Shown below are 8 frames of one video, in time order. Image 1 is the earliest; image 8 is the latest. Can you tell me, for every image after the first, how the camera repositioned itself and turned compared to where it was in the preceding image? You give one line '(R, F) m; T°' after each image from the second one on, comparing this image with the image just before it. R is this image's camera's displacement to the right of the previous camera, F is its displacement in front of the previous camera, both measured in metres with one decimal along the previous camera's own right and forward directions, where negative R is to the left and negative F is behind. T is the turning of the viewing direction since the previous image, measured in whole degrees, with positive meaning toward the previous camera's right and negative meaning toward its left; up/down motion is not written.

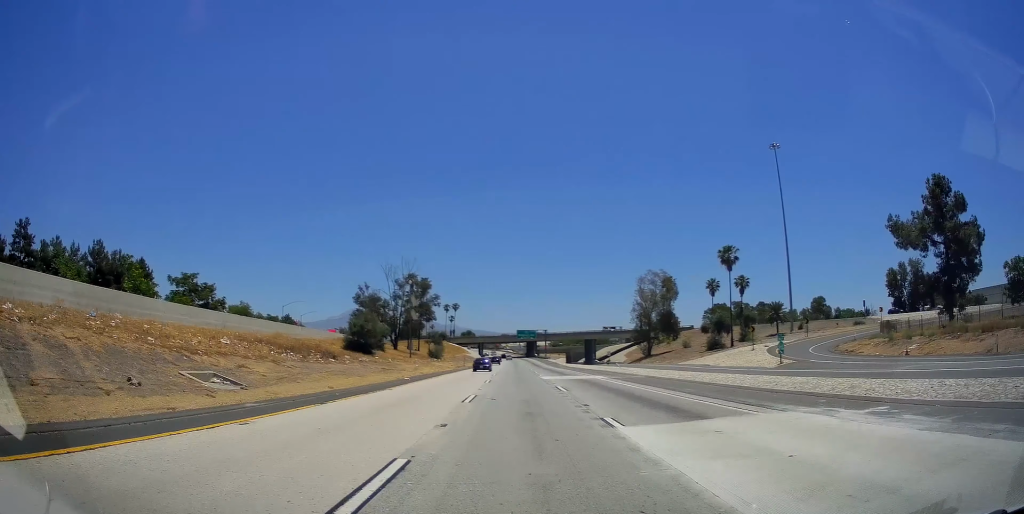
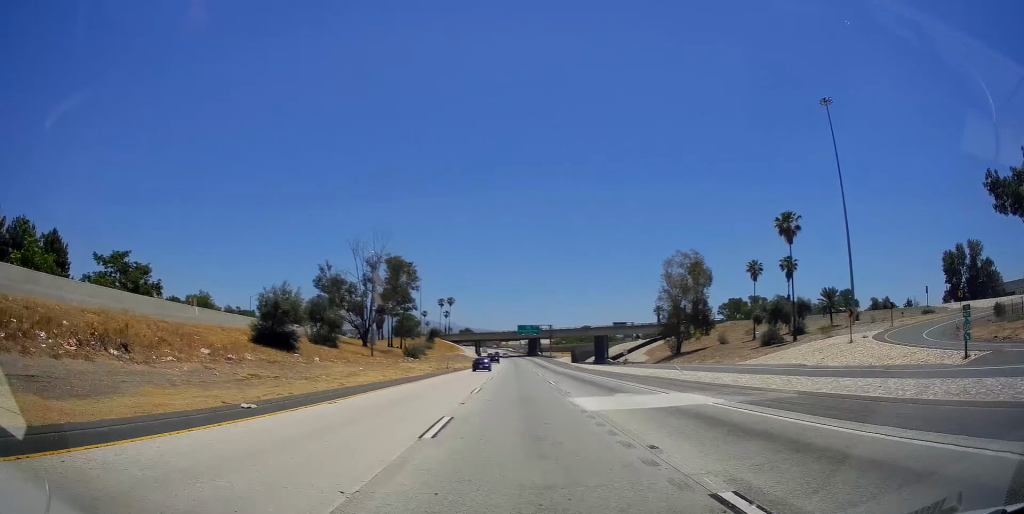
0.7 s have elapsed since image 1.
(+0.1, +23.2) m; 0°
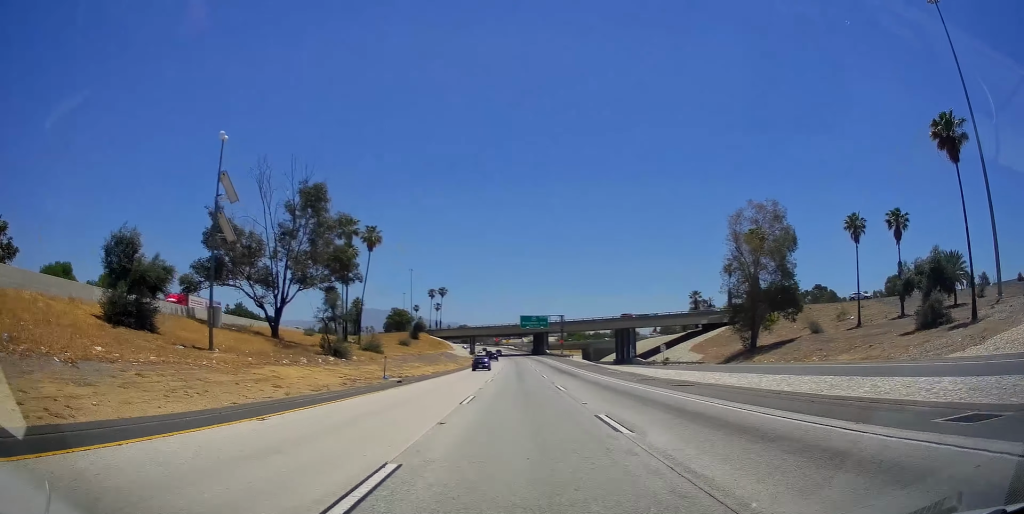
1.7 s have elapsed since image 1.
(-0.2, +36.5) m; 0°
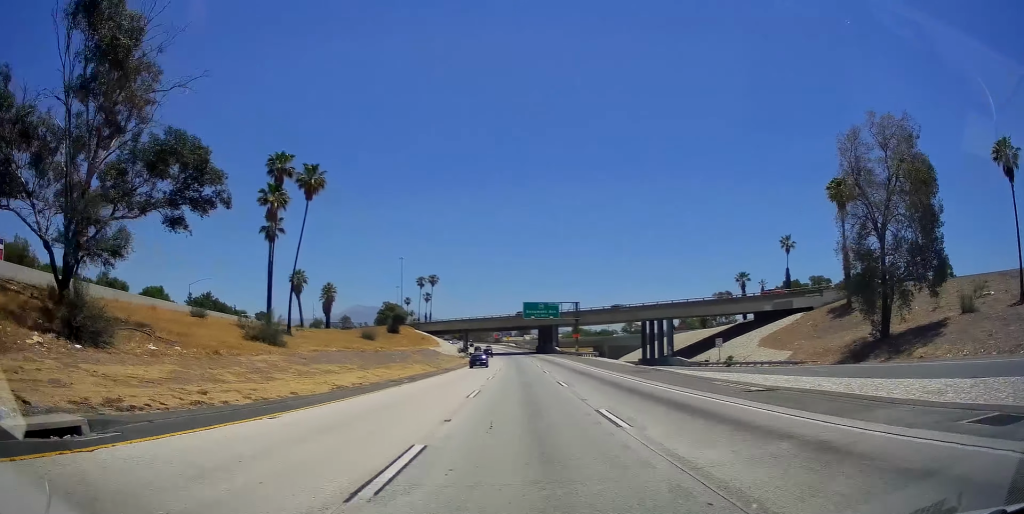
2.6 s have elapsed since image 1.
(0.0, +29.6) m; 0°
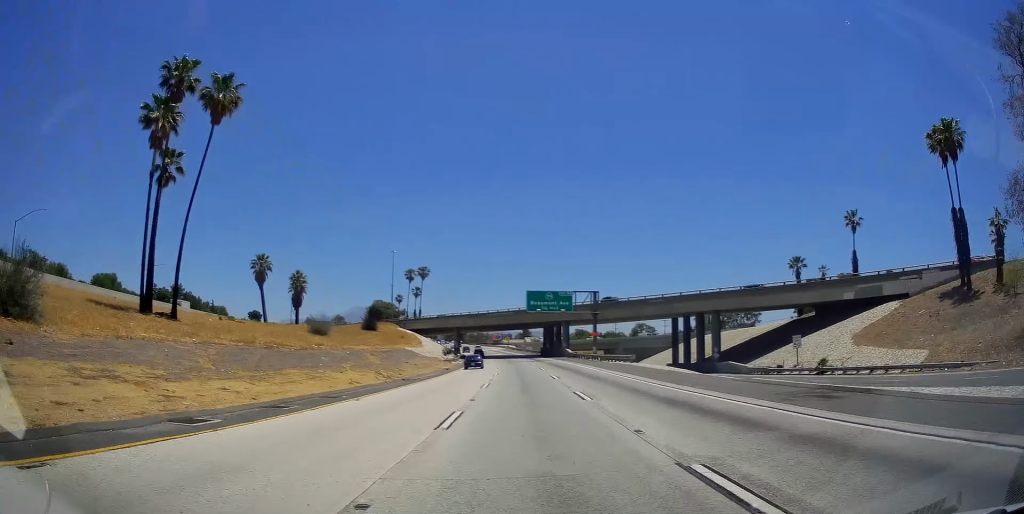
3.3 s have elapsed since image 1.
(+0.1, +22.0) m; 0°
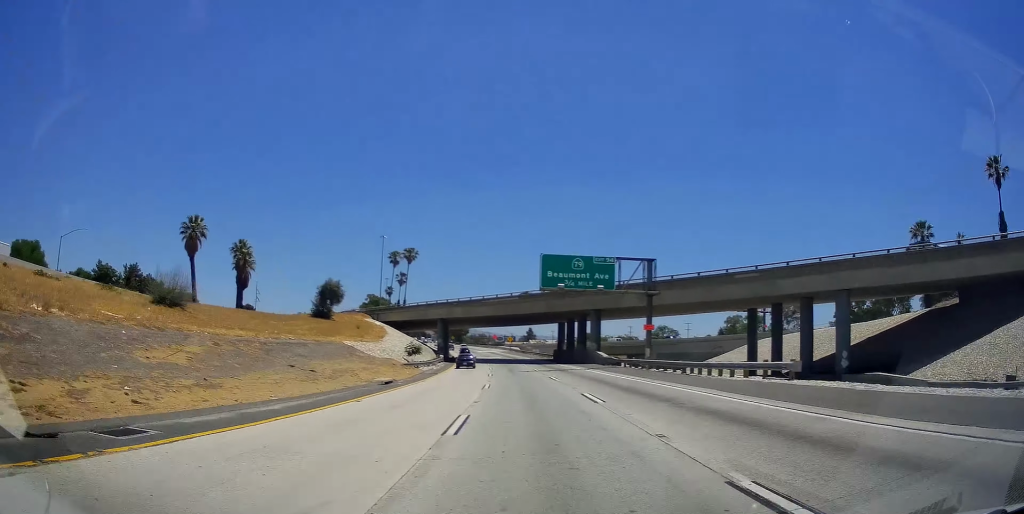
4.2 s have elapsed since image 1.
(0.0, +28.3) m; 0°
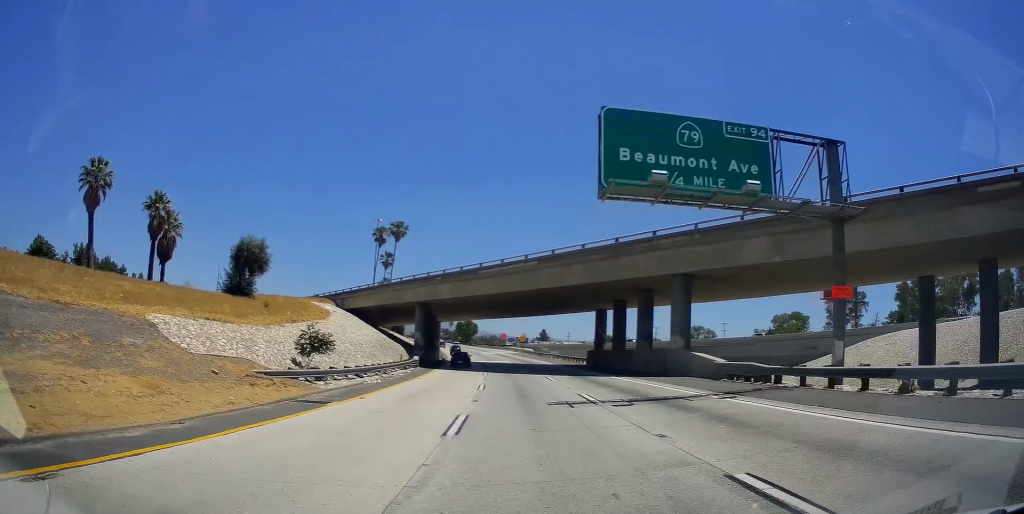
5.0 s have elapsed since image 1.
(0.0, +28.5) m; -1°
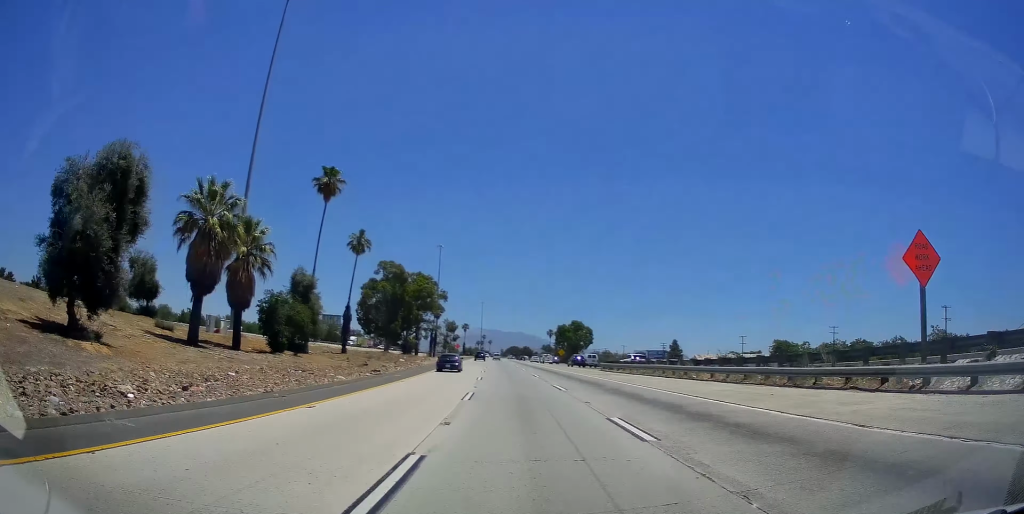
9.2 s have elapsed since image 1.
(-7.9, +137.8) m; -9°
